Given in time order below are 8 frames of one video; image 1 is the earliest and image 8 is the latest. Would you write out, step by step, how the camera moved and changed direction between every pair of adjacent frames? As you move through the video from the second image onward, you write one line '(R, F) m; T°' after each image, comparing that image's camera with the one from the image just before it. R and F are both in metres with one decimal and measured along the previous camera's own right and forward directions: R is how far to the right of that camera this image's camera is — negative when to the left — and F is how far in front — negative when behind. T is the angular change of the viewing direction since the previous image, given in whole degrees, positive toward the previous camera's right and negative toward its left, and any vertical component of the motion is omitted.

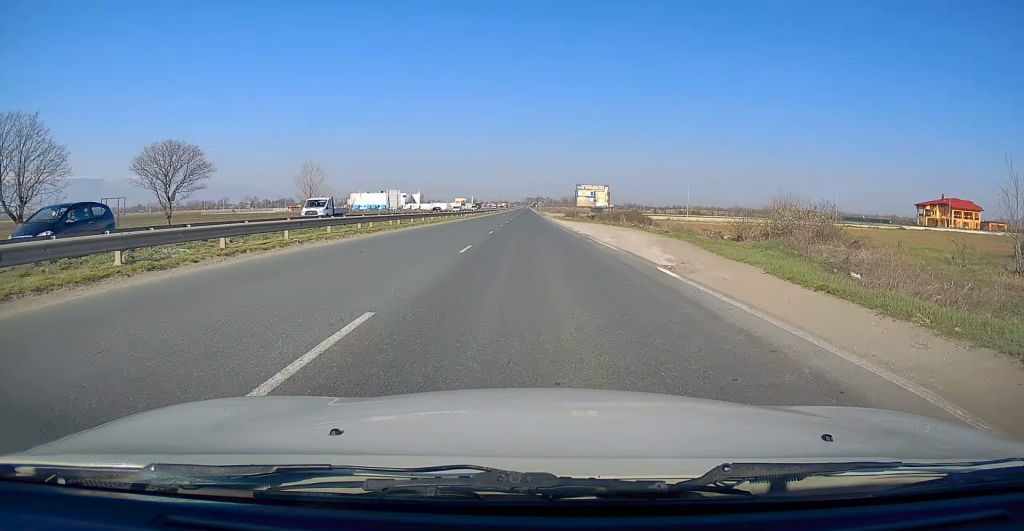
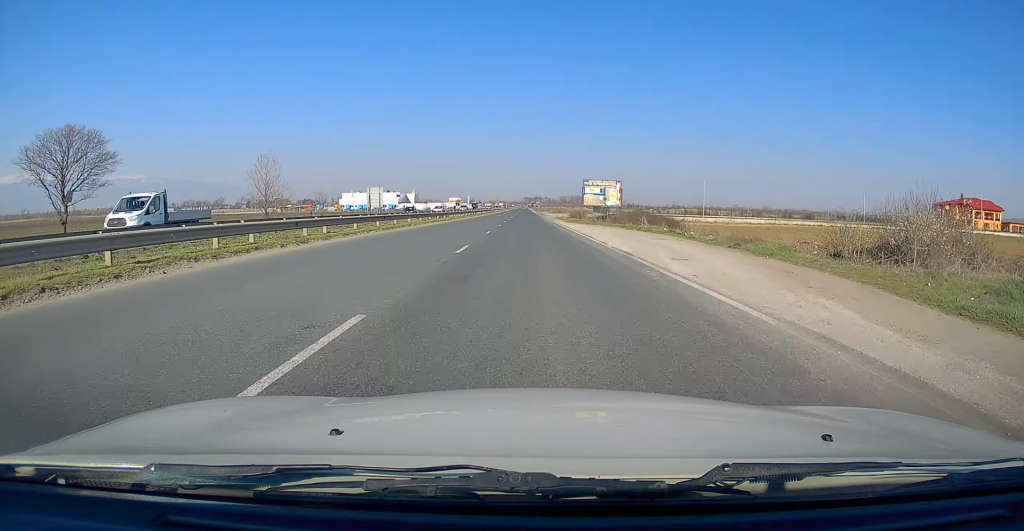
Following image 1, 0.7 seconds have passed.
(-0.3, +12.1) m; 0°
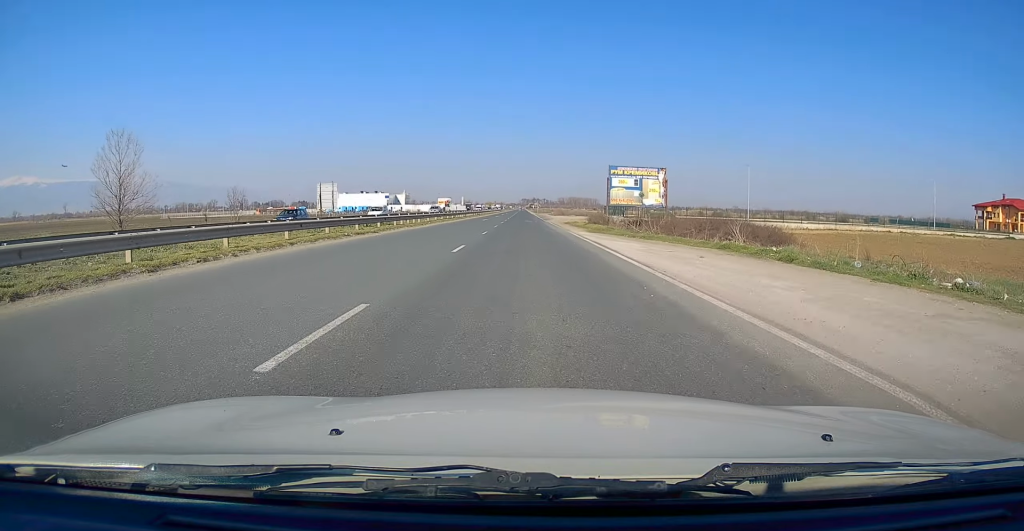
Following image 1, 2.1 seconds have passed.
(+0.4, +22.8) m; +1°
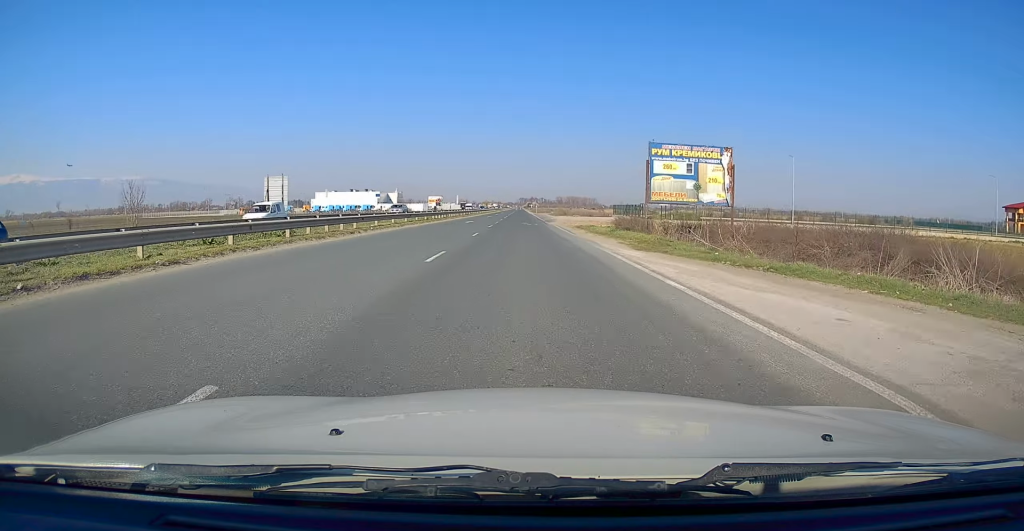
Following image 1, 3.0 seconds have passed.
(0.0, +15.3) m; 0°
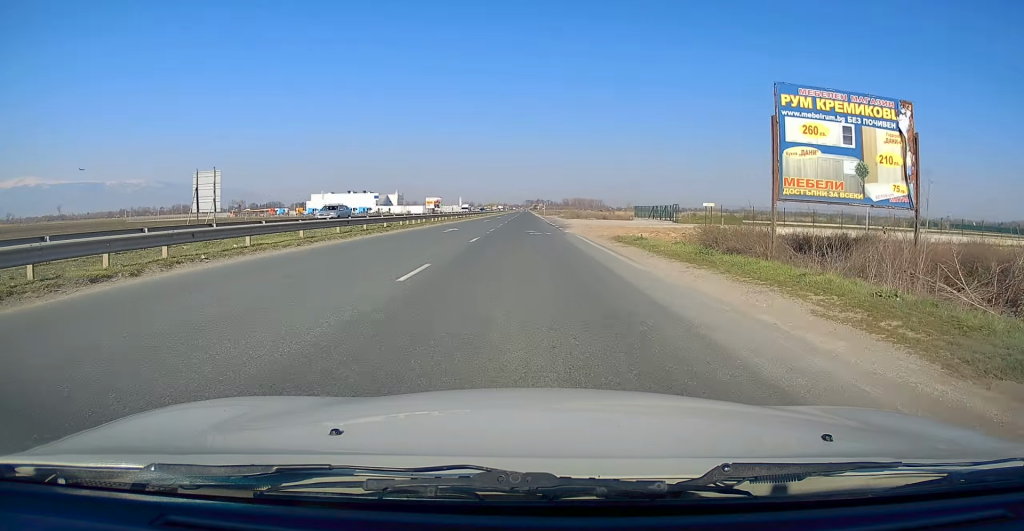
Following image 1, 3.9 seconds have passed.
(0.0, +14.9) m; -1°
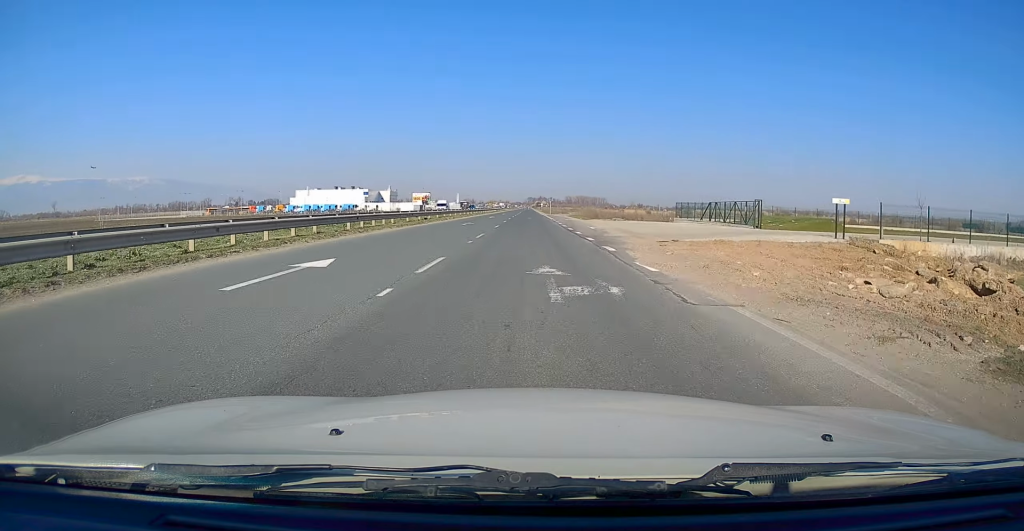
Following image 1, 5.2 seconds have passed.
(-0.4, +23.0) m; 0°
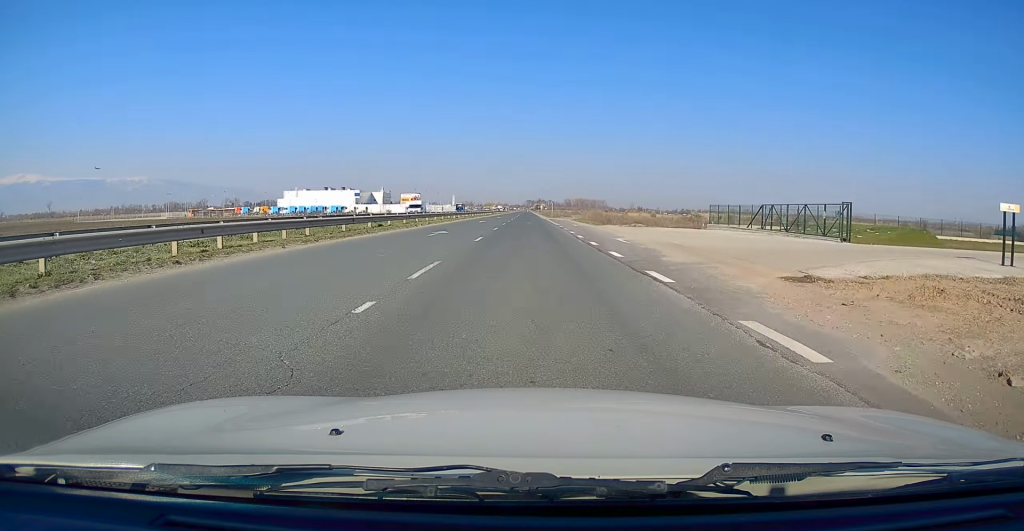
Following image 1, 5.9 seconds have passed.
(+0.3, +12.6) m; +1°
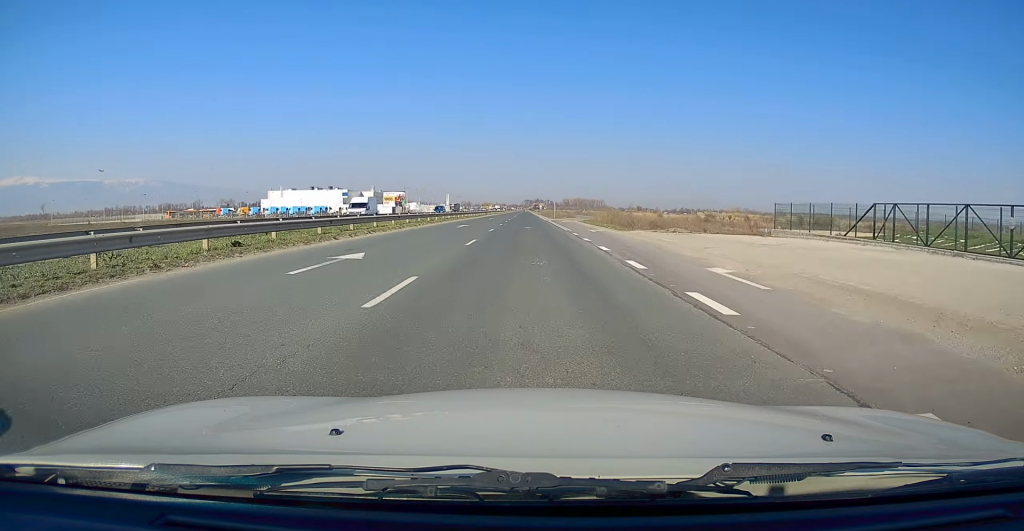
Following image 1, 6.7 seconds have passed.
(0.0, +14.6) m; -1°
